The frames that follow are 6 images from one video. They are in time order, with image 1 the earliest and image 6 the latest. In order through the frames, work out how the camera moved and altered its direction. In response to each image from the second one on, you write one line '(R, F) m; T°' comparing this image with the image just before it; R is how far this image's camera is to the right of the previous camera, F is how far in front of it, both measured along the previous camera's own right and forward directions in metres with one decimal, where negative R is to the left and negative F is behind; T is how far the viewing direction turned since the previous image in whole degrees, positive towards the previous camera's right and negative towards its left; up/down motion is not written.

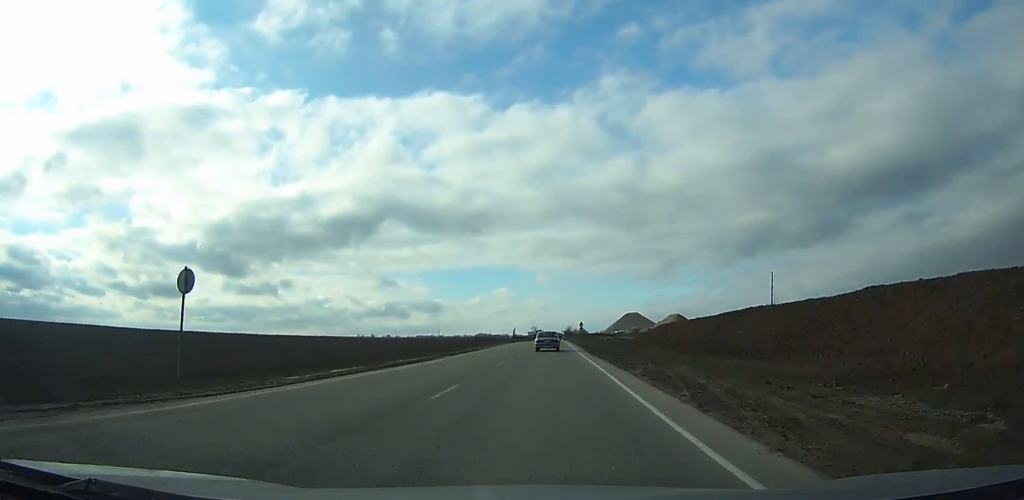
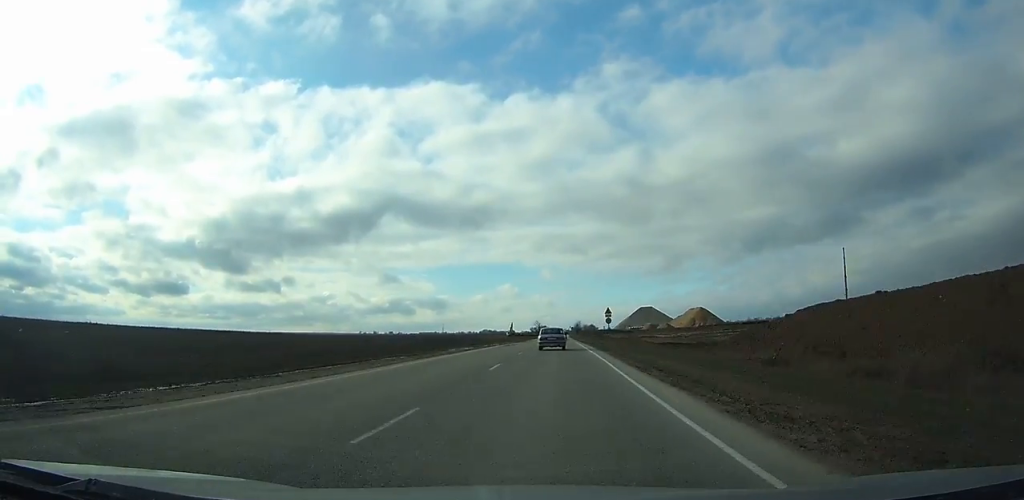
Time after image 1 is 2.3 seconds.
(-0.2, +51.8) m; 0°
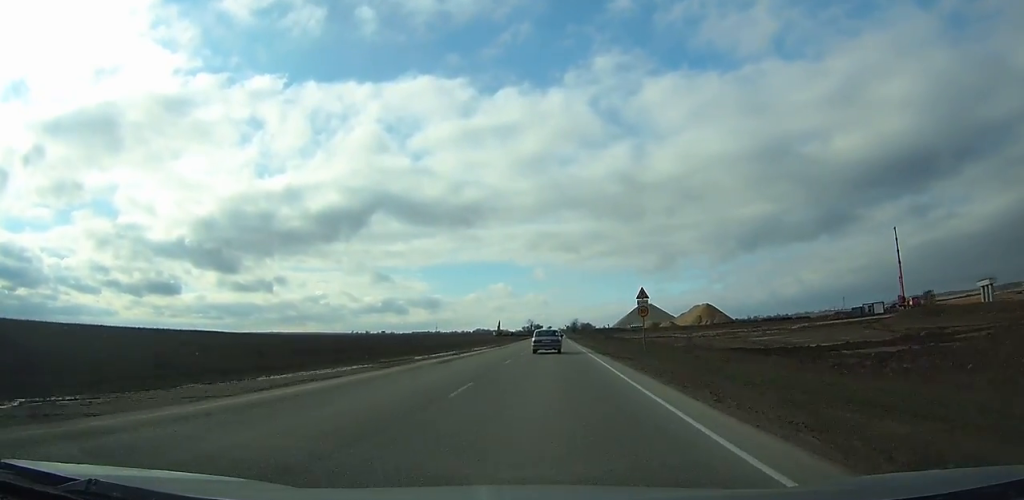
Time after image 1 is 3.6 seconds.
(0.0, +30.4) m; 0°
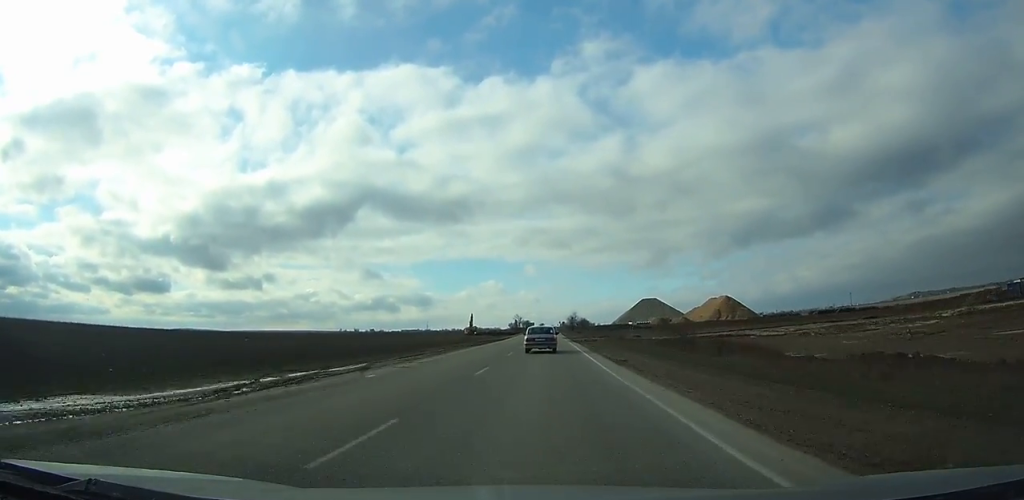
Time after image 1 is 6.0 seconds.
(+0.2, +54.4) m; 0°
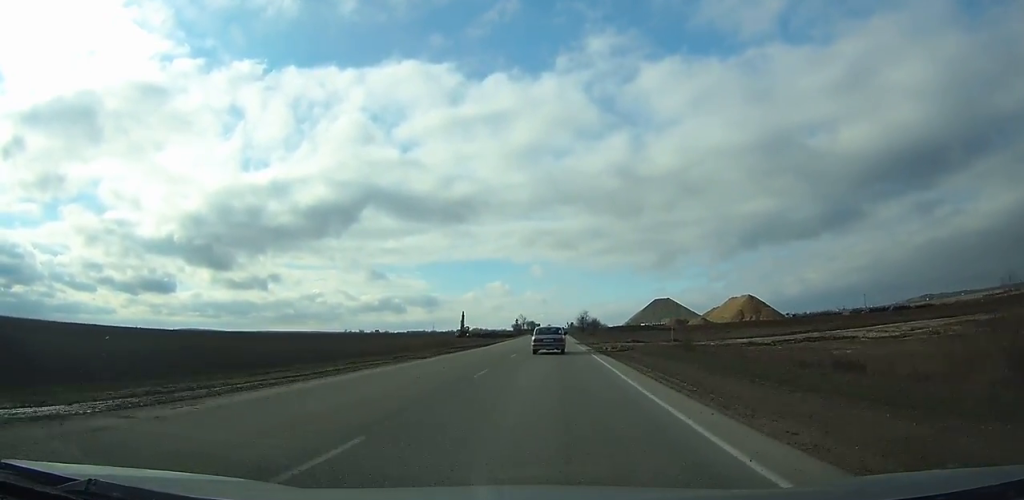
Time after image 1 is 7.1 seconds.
(0.0, +25.5) m; 0°
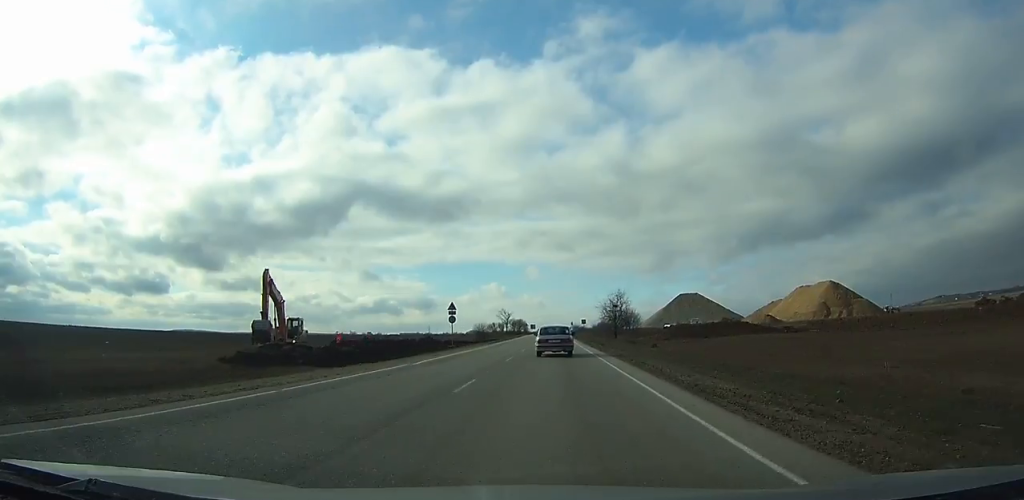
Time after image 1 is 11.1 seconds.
(-0.4, +87.5) m; 0°
